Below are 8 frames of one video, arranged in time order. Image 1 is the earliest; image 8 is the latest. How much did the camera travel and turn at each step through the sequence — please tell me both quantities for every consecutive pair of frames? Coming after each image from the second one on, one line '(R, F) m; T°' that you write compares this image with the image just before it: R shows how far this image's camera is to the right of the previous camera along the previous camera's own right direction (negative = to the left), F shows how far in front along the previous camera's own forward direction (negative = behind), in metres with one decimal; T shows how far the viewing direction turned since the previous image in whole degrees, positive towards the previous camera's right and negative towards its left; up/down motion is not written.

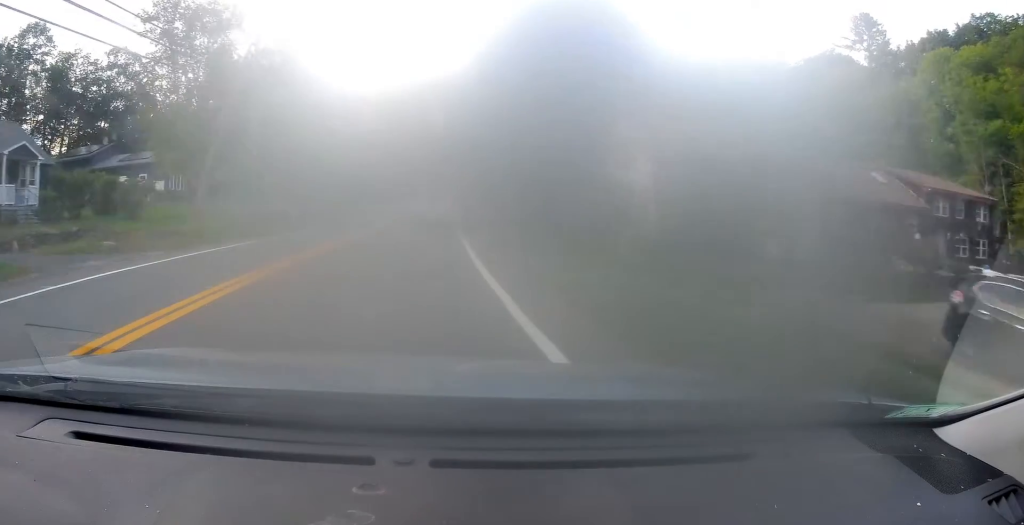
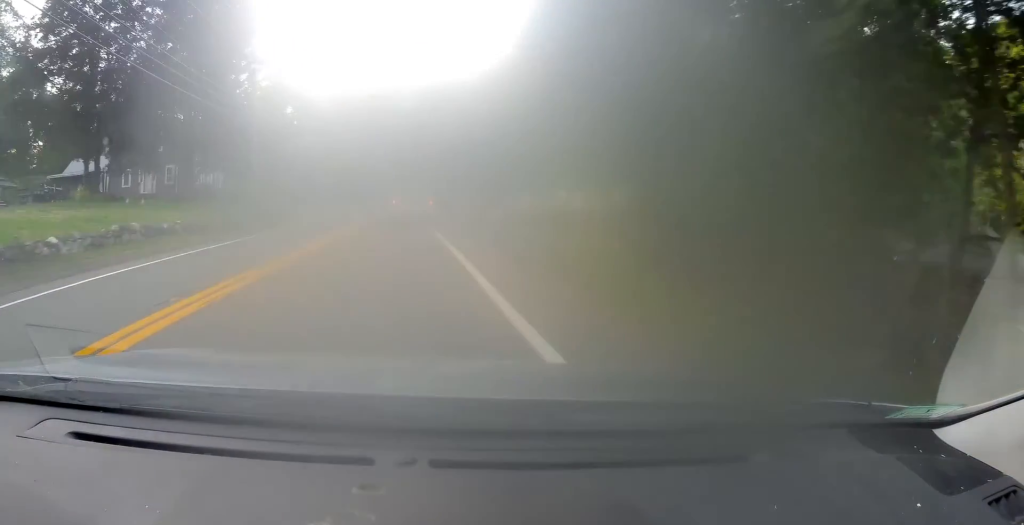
(+0.8, +29.5) m; +1°
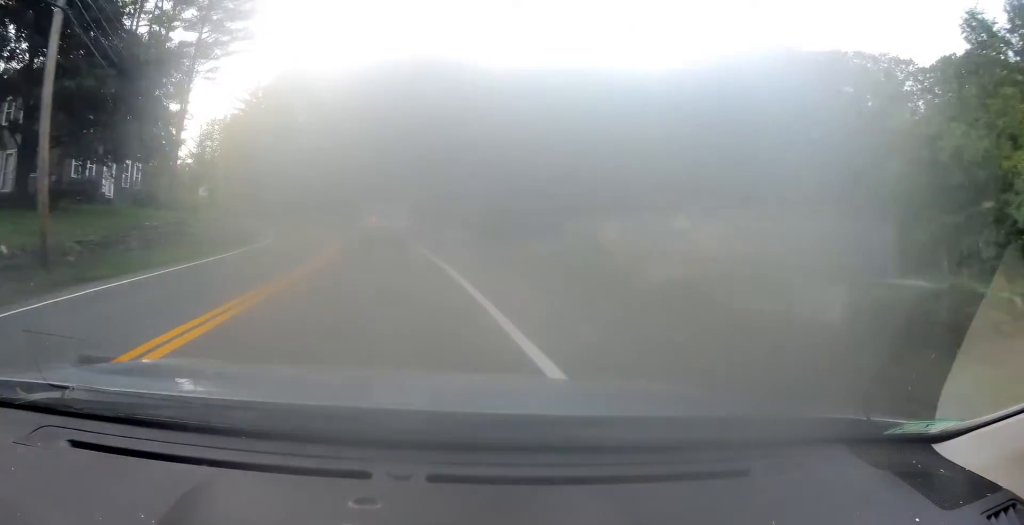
(-0.5, +23.5) m; -2°
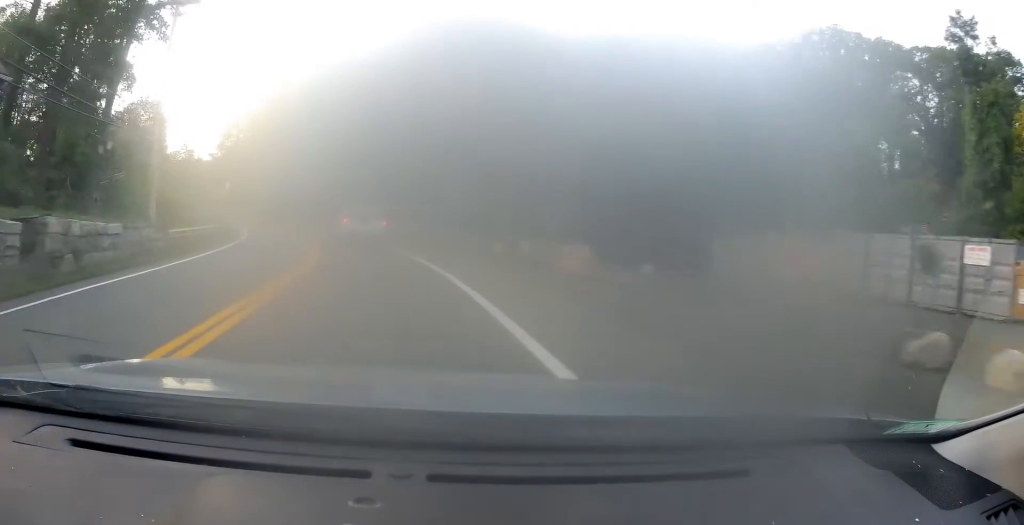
(-0.3, +19.6) m; -5°
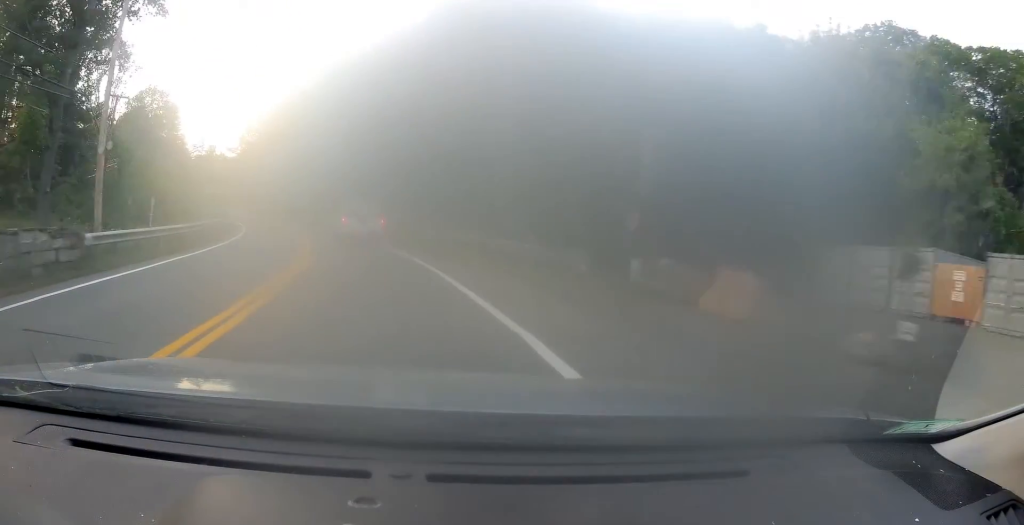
(-0.5, +8.5) m; -4°
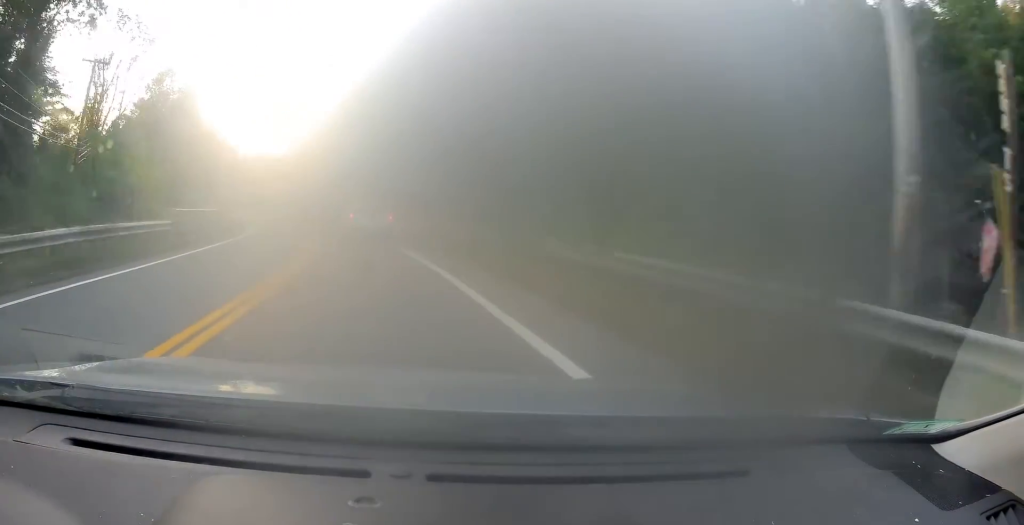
(-1.0, +15.1) m; -7°
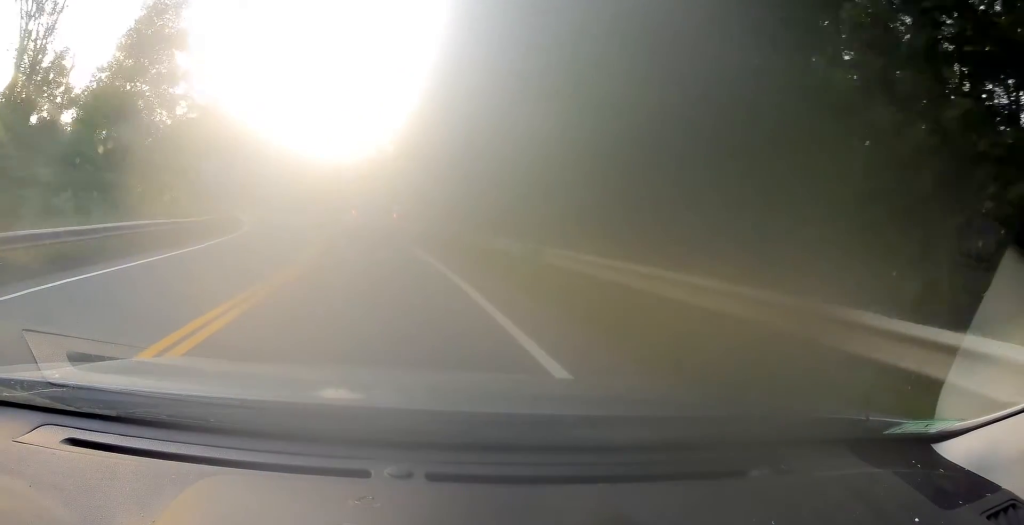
(-3.9, +33.4) m; -12°
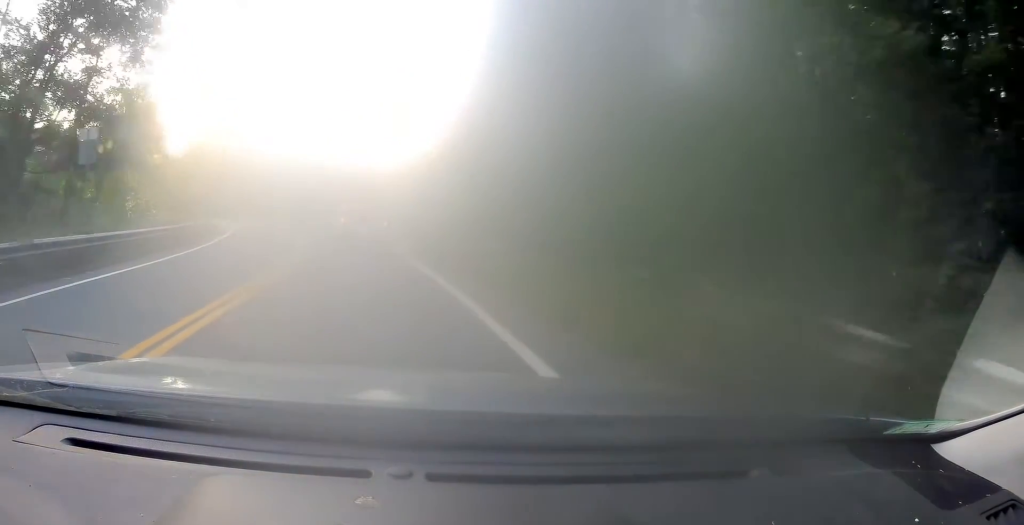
(-0.6, +15.2) m; -4°
